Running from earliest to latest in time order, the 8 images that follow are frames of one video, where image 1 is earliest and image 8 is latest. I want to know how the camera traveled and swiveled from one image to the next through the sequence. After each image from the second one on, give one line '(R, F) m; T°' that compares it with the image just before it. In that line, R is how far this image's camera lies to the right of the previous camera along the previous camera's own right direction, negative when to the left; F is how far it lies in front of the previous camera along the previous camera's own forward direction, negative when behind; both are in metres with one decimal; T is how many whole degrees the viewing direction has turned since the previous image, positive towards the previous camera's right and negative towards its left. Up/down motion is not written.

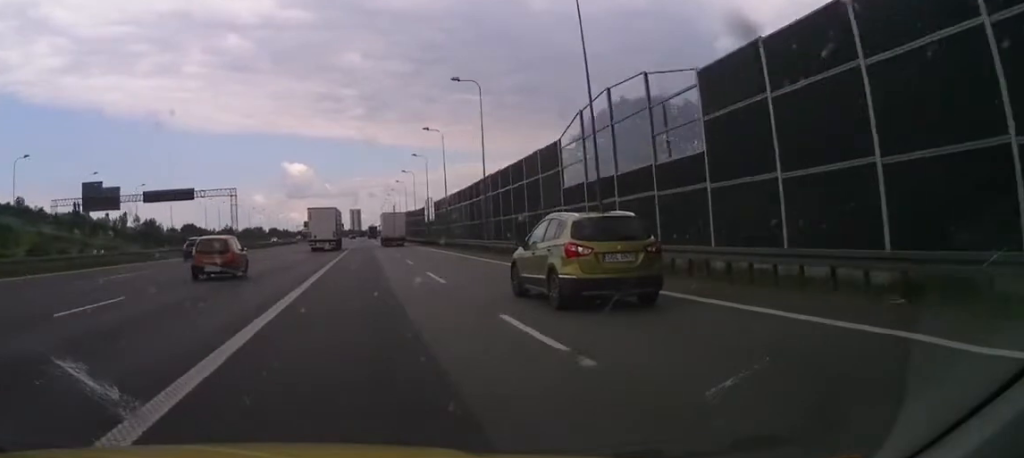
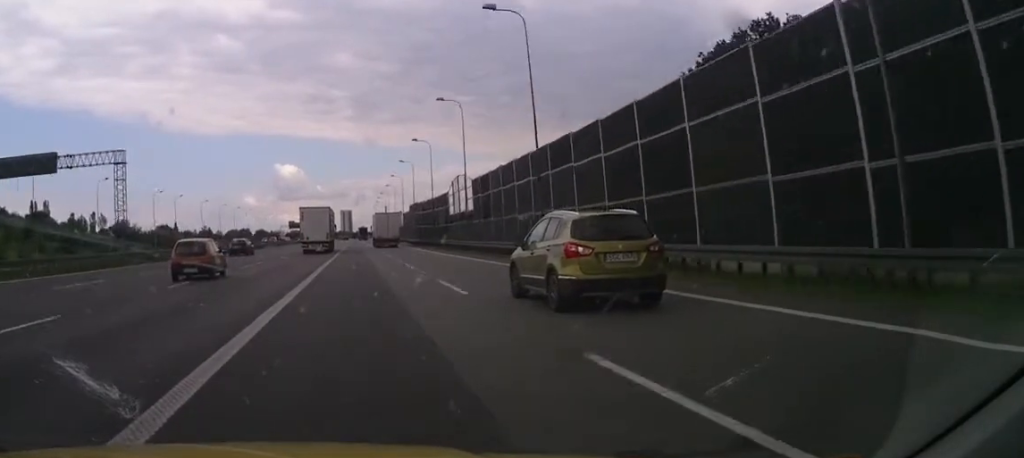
(0.0, +39.6) m; +1°
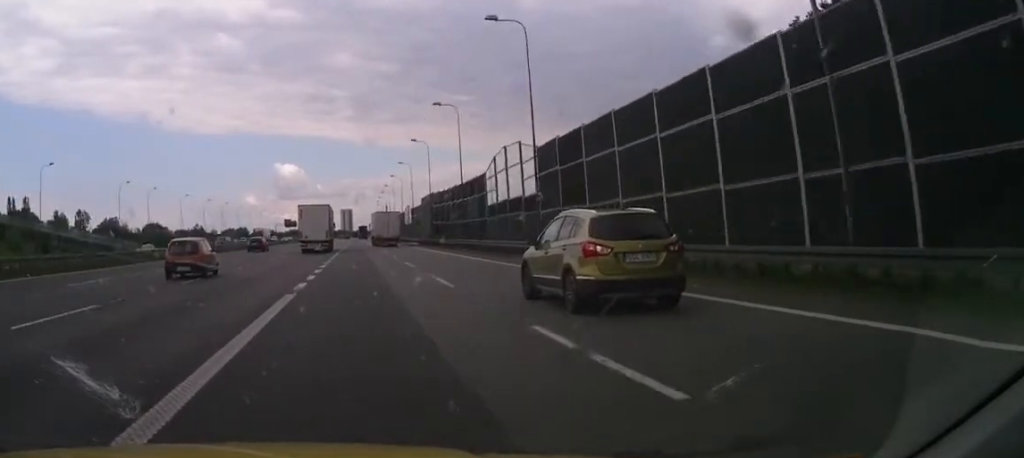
(+0.2, +21.6) m; +1°
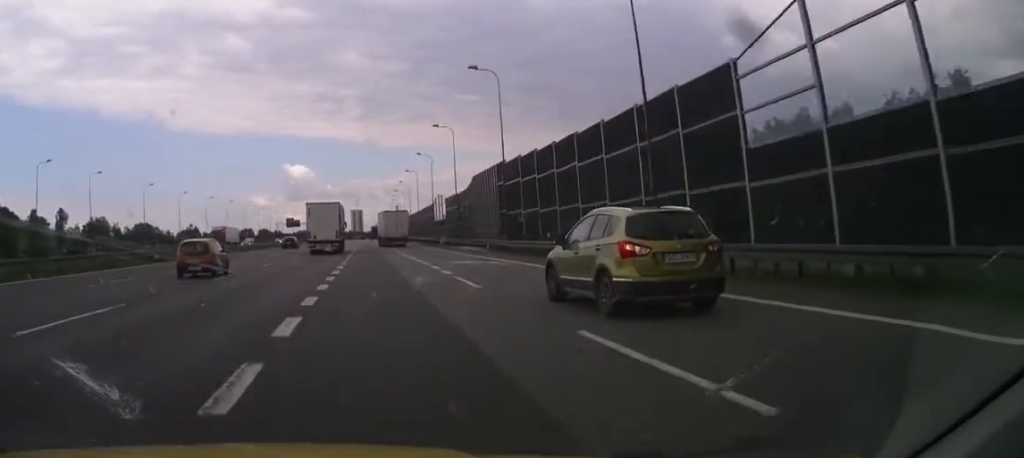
(+0.2, +36.1) m; +1°
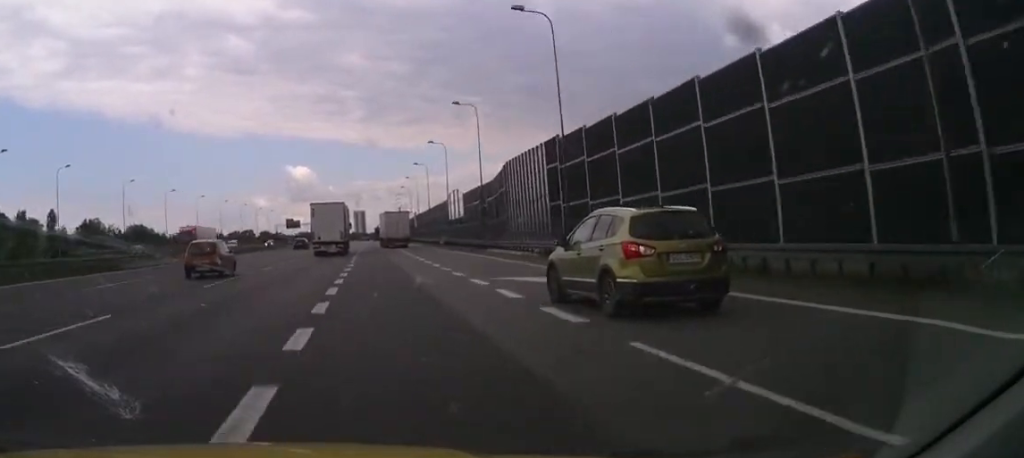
(+0.1, +12.8) m; 0°
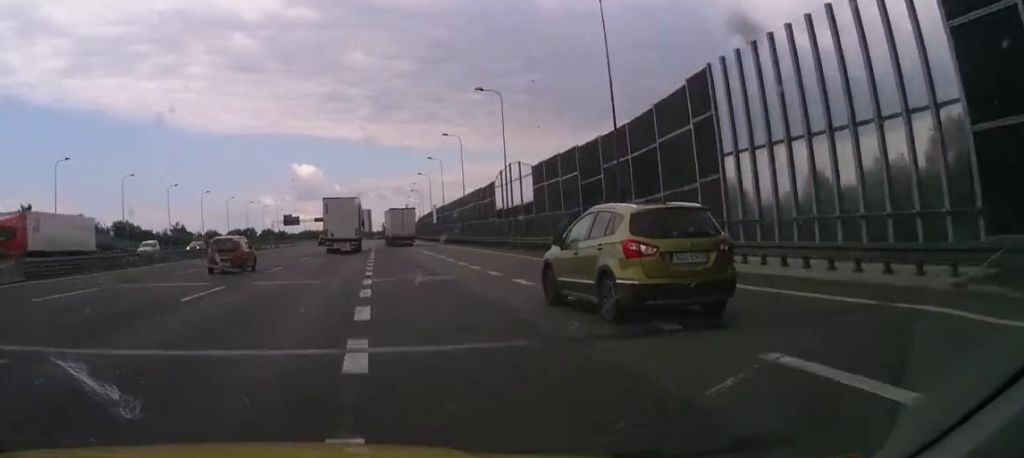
(-0.2, +29.2) m; 0°
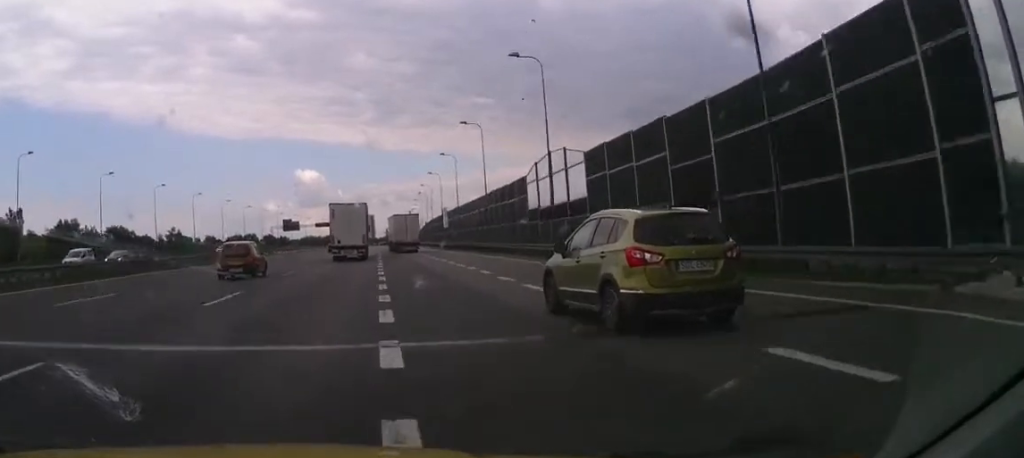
(-0.1, +11.2) m; 0°
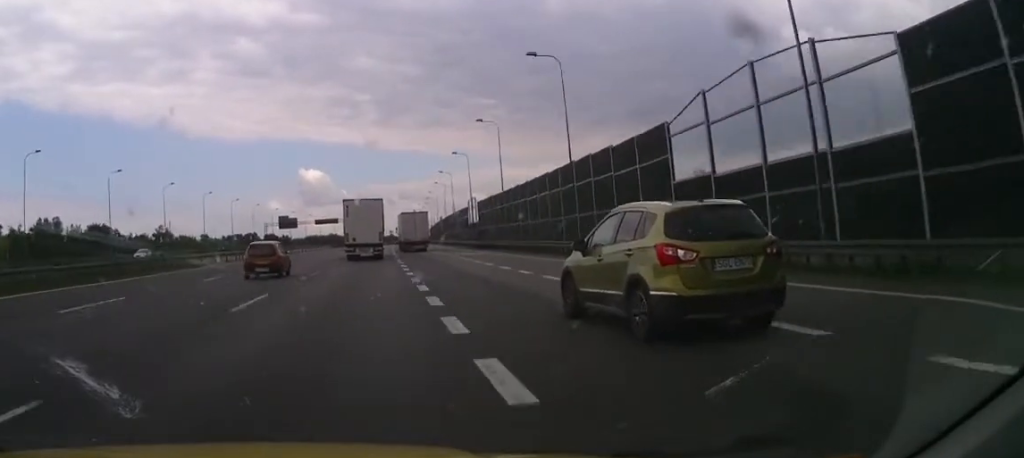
(+0.5, +25.1) m; 0°
